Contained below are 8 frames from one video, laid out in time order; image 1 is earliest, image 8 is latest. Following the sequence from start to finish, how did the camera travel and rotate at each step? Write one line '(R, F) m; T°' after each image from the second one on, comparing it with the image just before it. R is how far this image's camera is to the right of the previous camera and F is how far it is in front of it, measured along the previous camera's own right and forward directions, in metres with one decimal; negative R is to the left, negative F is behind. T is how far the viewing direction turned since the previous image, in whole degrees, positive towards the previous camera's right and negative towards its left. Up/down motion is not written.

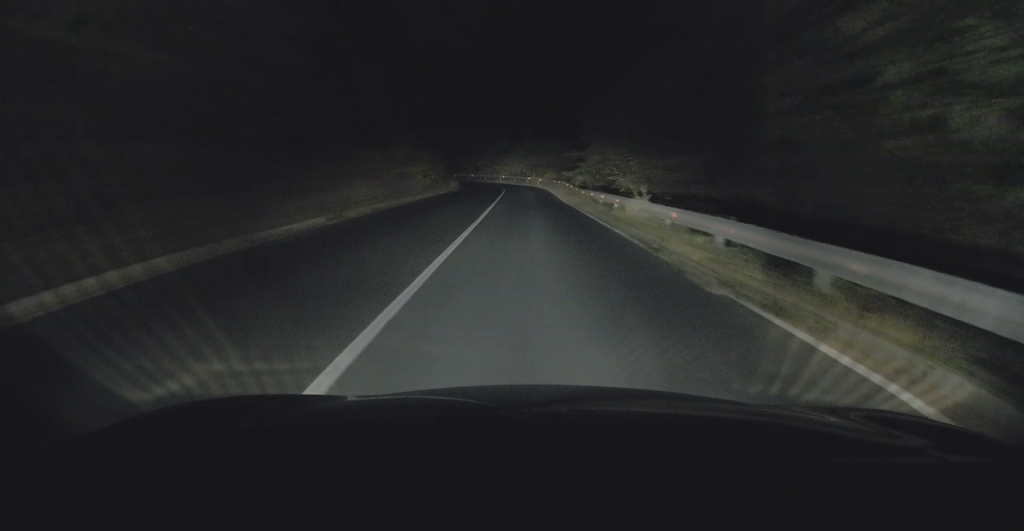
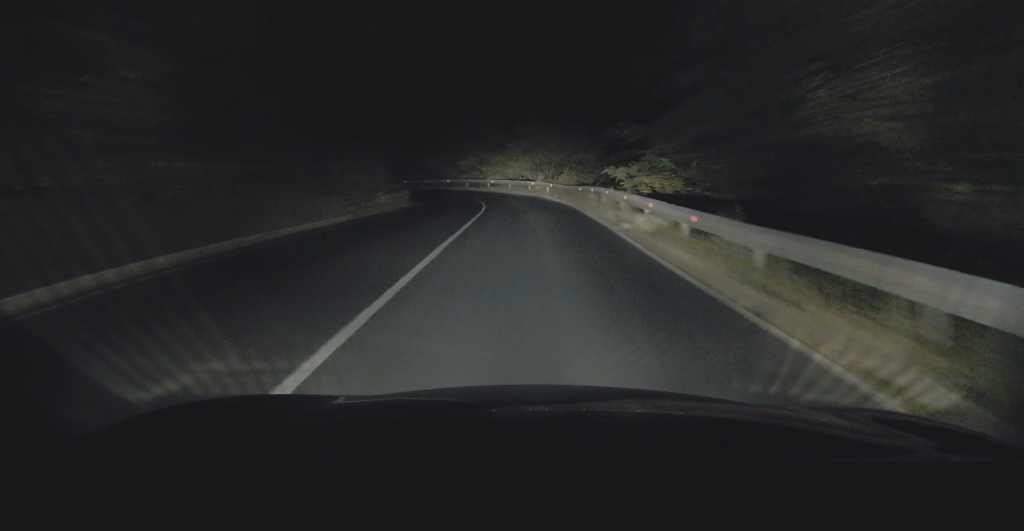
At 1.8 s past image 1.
(+0.3, +27.9) m; +2°
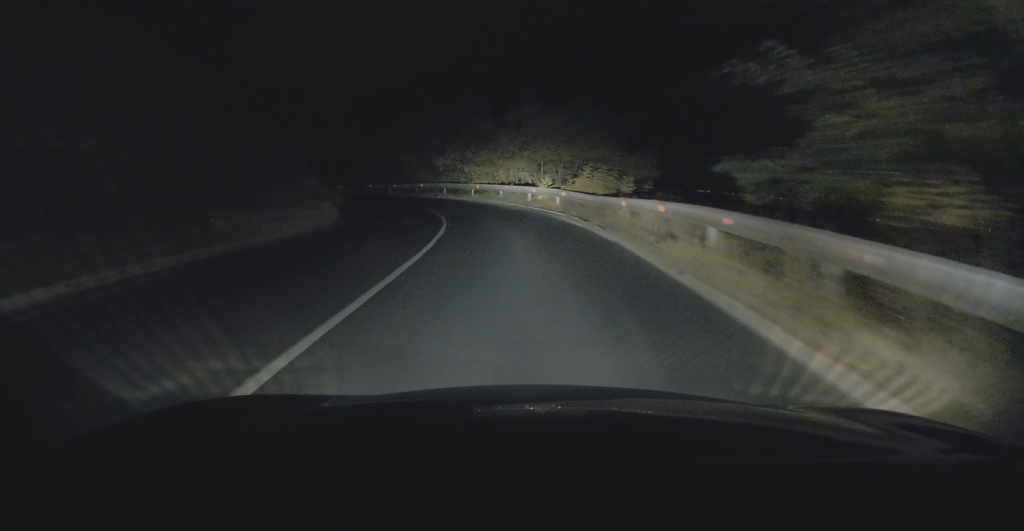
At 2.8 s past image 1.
(+0.1, +15.2) m; +2°
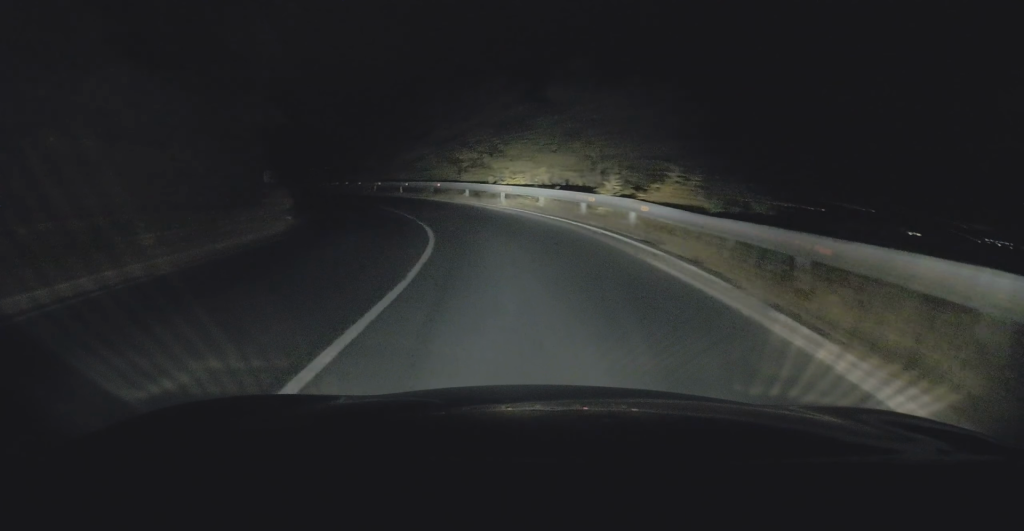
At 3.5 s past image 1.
(+0.4, +10.3) m; -3°
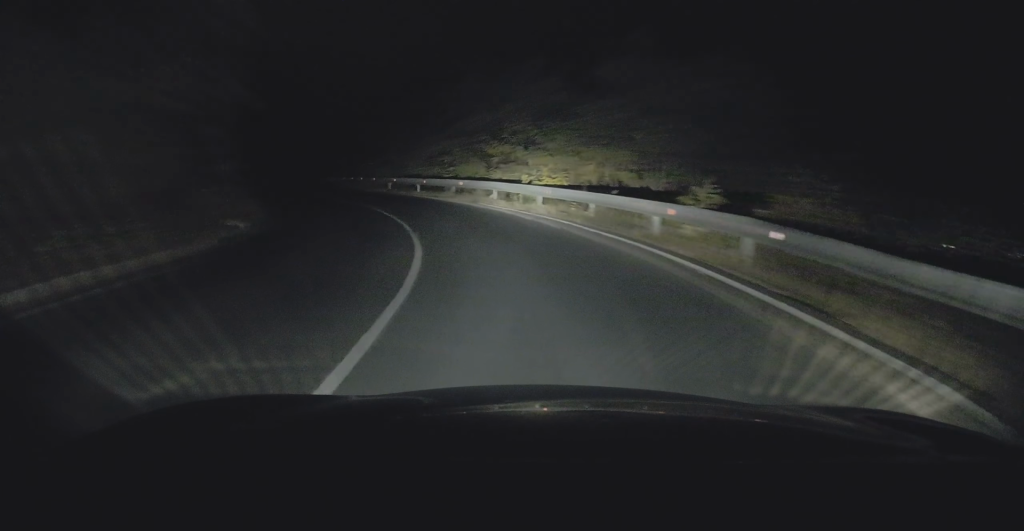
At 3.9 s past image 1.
(+0.1, +6.3) m; -3°
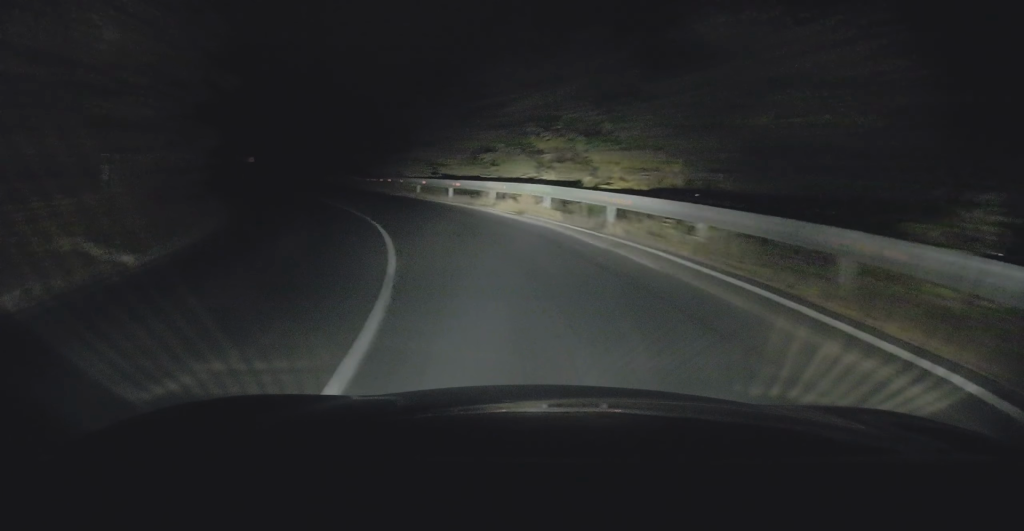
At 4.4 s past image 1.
(-0.6, +6.7) m; -6°
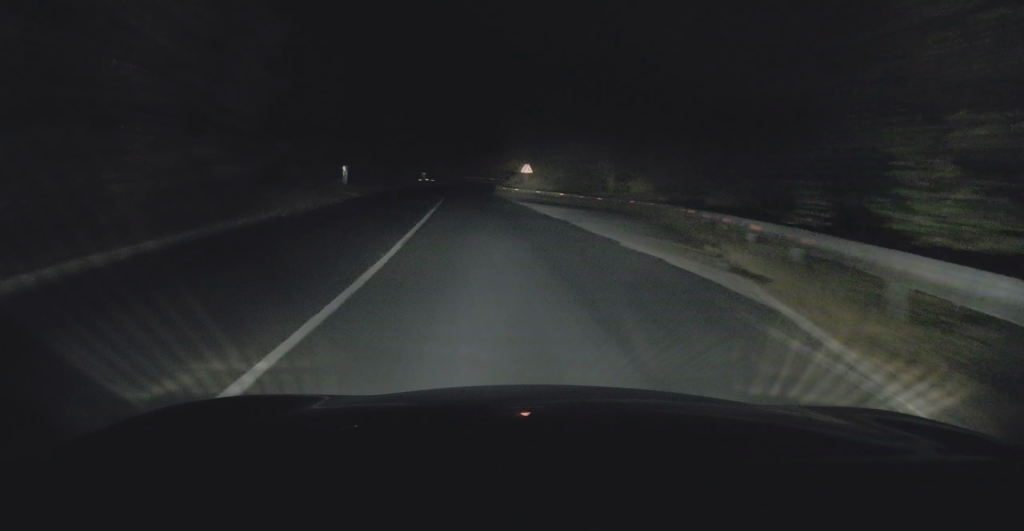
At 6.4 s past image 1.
(-5.4, +27.3) m; -23°
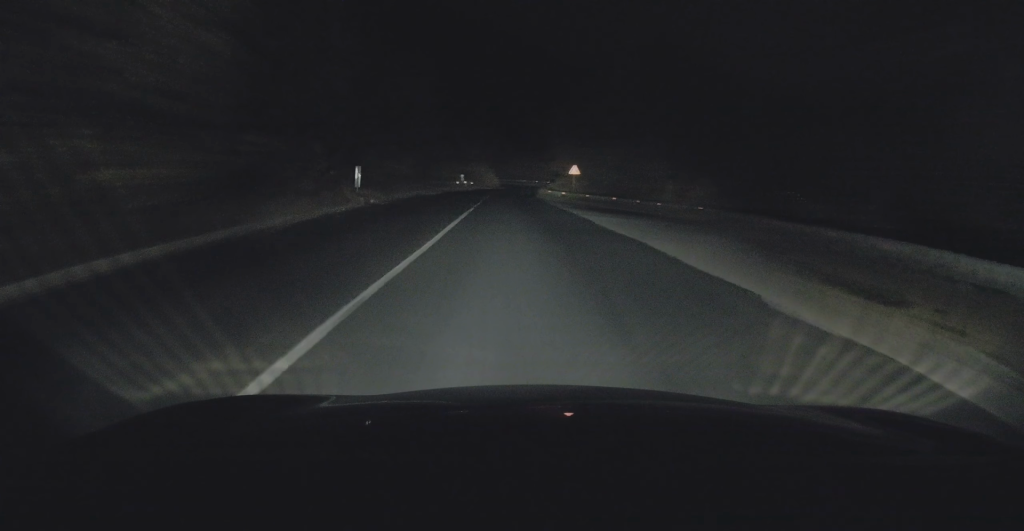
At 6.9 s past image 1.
(-0.1, +6.4) m; -5°
